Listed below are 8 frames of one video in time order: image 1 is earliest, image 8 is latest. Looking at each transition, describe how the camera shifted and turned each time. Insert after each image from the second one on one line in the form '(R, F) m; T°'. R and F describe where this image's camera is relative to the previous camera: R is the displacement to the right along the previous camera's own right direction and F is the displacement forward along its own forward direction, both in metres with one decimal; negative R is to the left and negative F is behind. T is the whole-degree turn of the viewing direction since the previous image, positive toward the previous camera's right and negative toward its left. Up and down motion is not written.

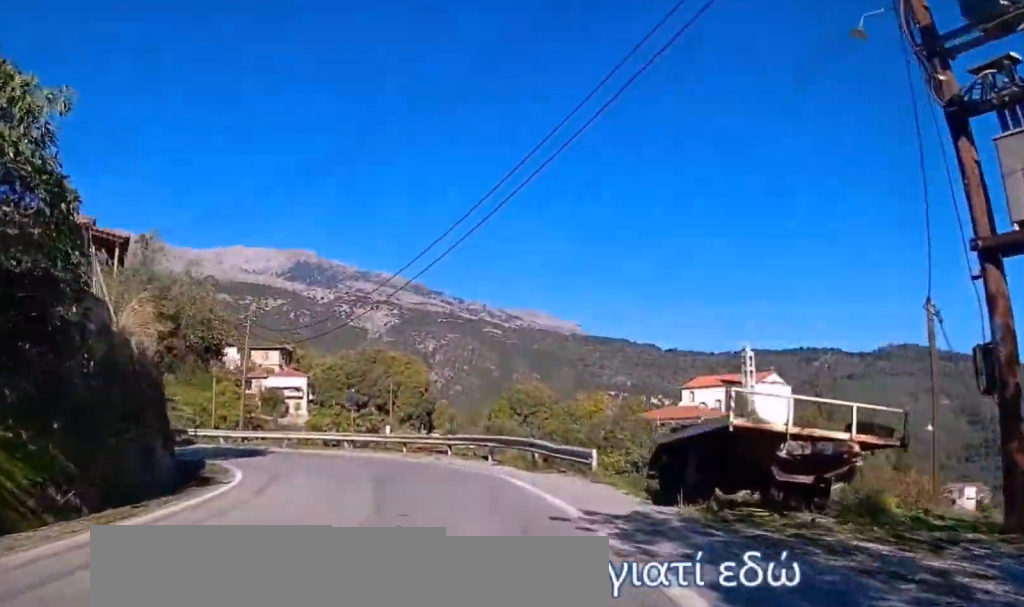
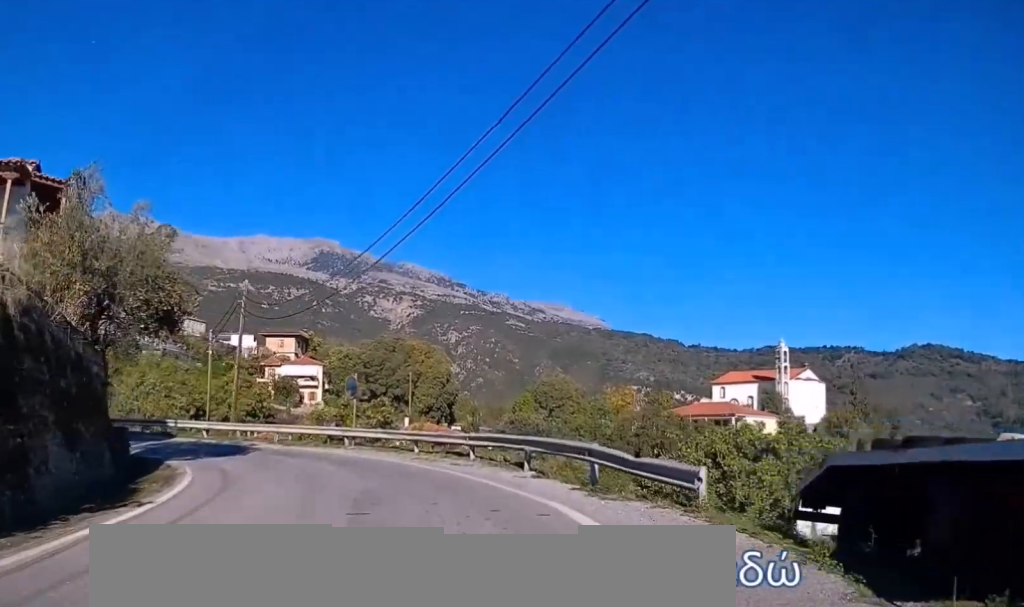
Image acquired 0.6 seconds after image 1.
(+0.6, +5.6) m; +4°
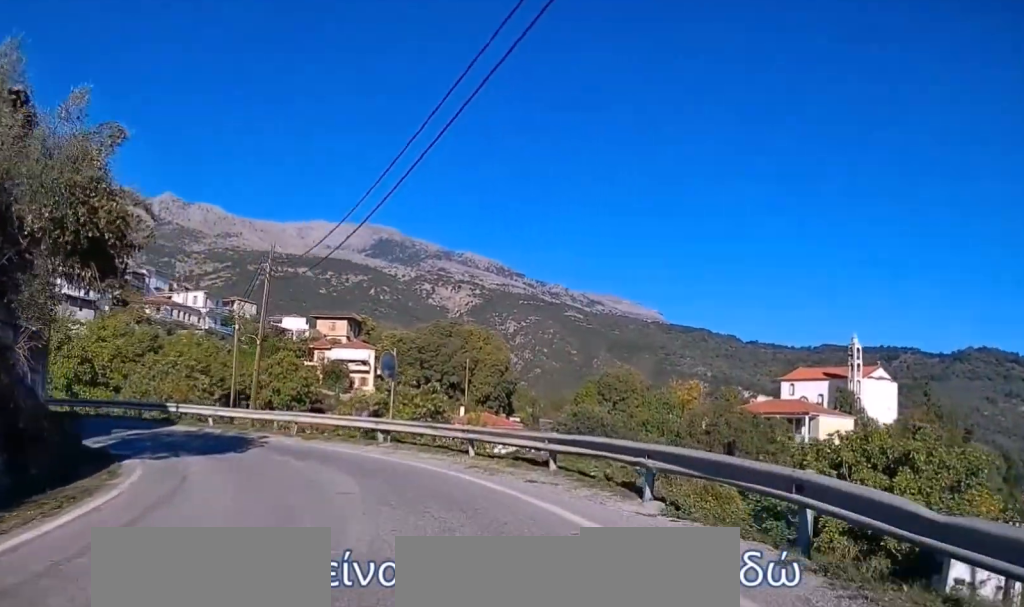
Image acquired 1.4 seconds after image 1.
(0.0, +6.3) m; -4°
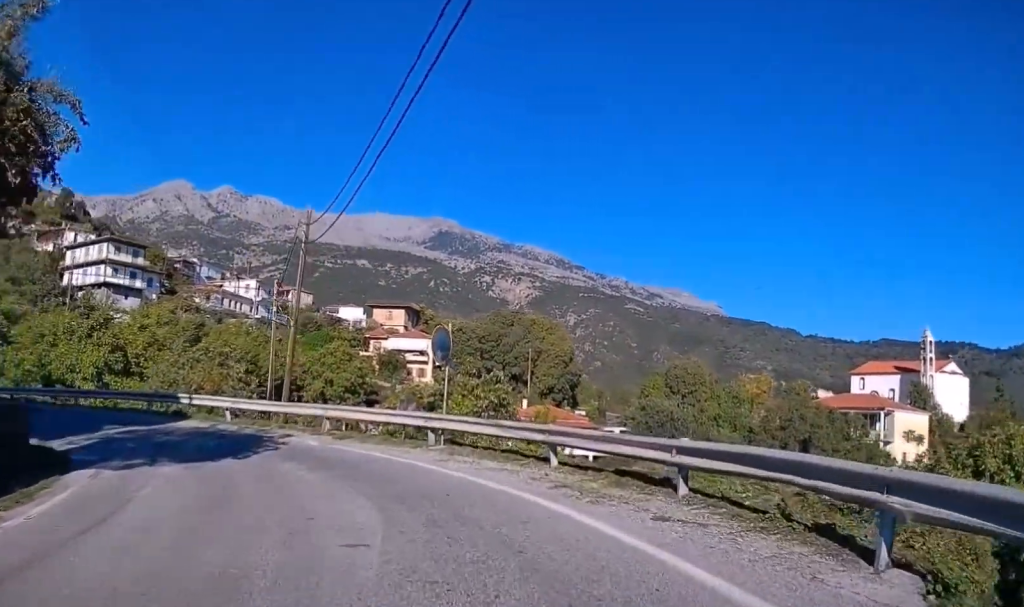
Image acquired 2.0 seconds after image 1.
(-0.1, +4.7) m; -6°
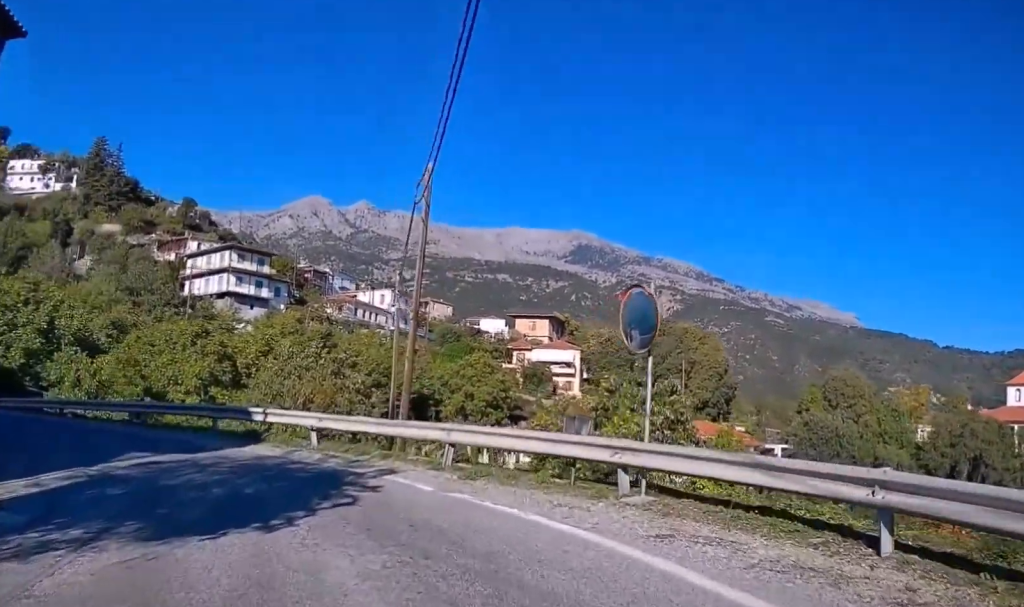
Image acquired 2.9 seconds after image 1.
(-0.6, +6.6) m; -13°
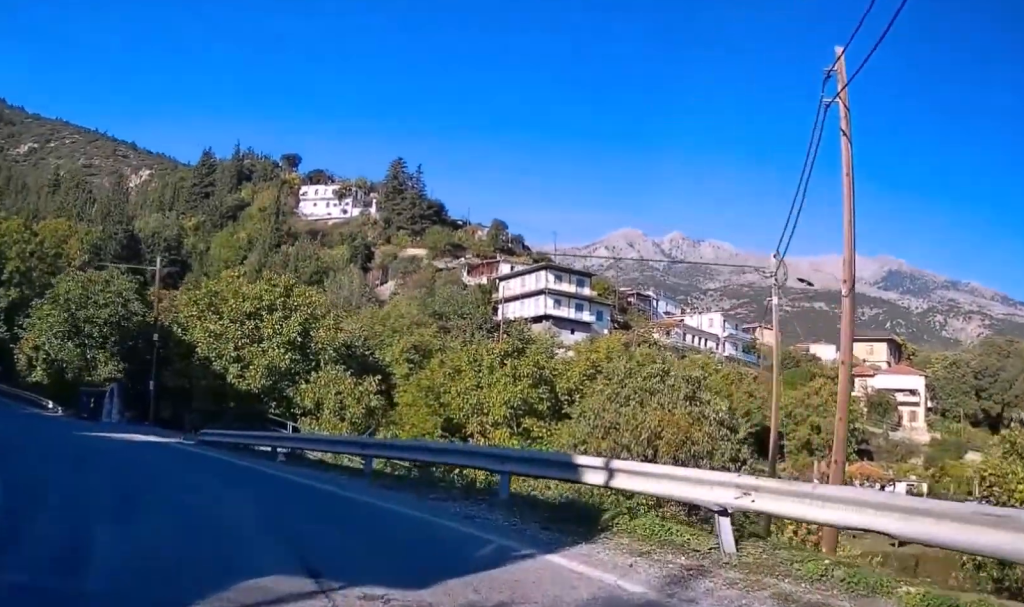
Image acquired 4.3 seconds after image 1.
(-2.6, +8.6) m; -30°
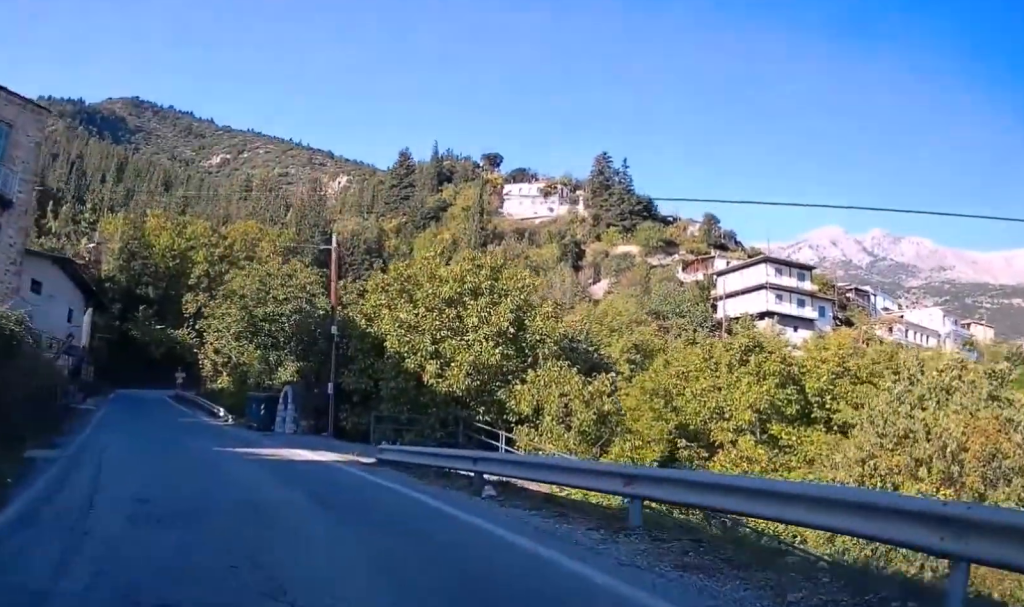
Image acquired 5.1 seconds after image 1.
(-0.7, +5.3) m; -9°
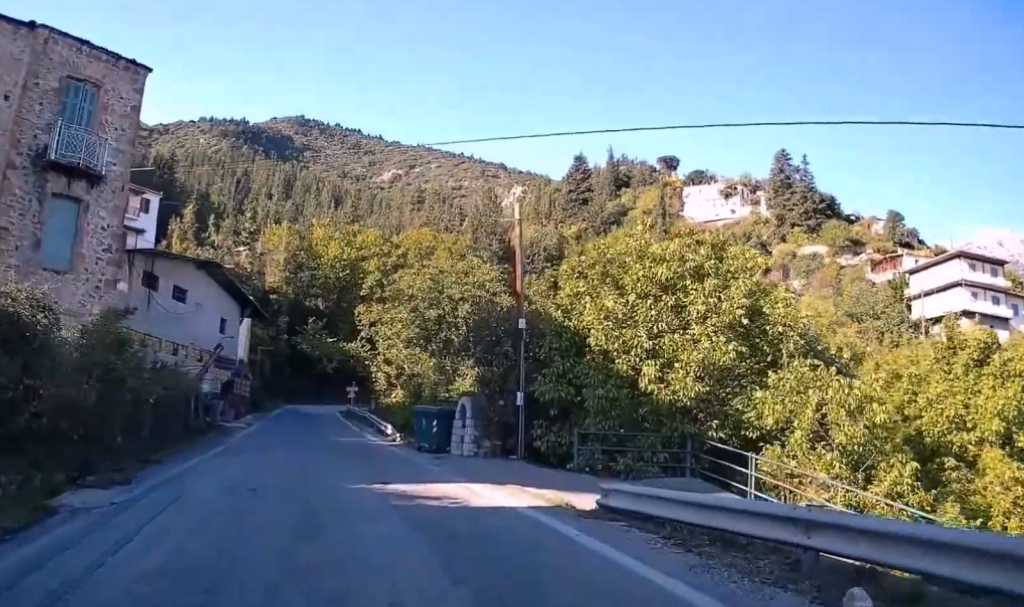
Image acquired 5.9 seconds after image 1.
(-0.1, +5.2) m; -2°
